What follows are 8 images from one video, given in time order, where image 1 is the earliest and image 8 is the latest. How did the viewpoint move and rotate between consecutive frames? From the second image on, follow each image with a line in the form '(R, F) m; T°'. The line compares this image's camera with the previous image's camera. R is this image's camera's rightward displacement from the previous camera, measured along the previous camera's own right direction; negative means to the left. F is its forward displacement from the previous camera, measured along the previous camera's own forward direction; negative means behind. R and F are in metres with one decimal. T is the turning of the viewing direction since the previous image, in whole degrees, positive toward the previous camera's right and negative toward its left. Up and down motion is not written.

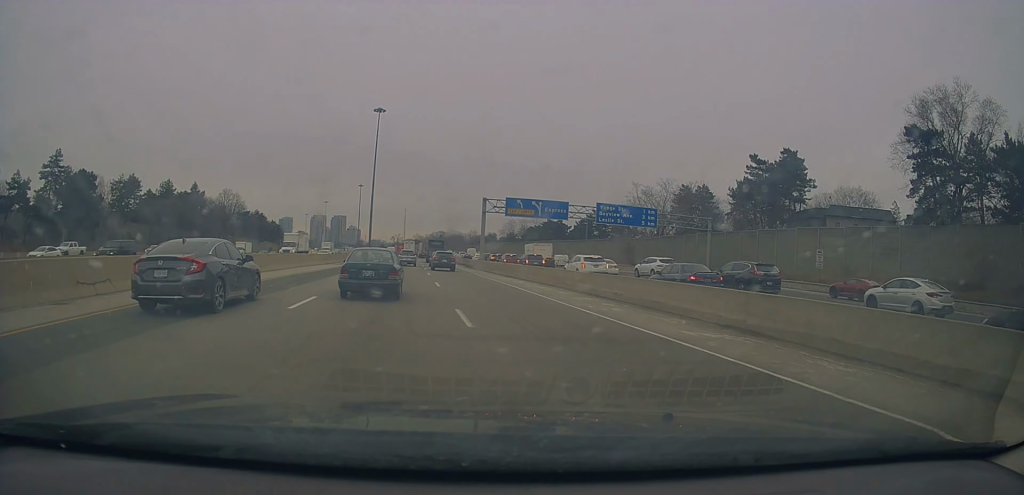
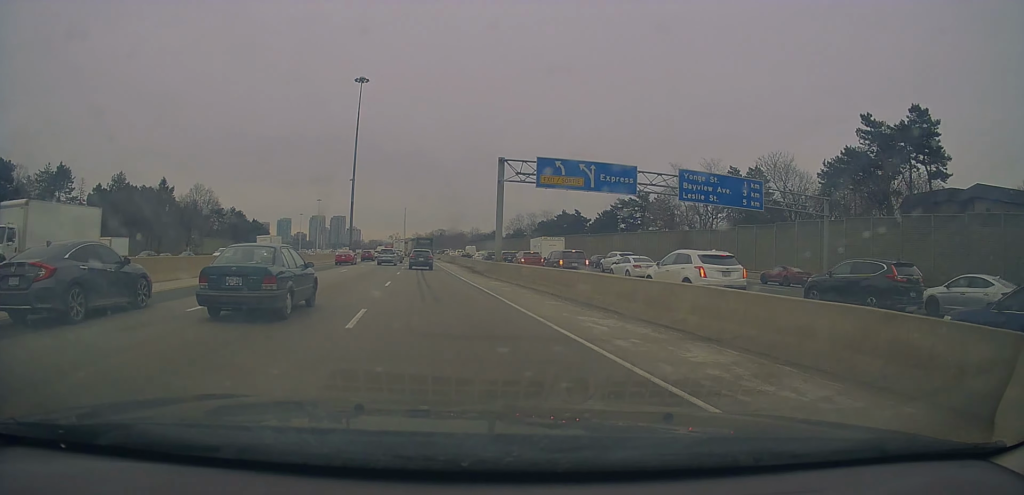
(+0.7, +23.3) m; +2°
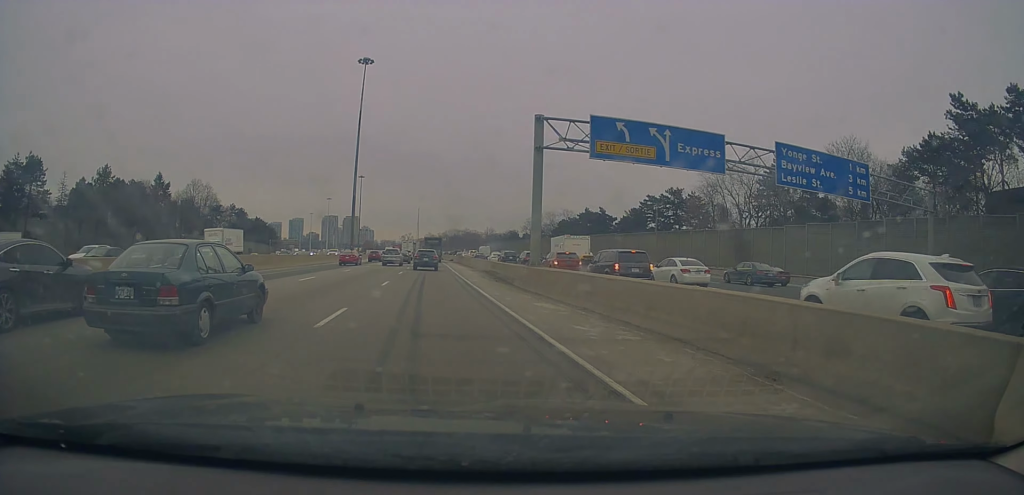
(0.0, +11.1) m; +1°
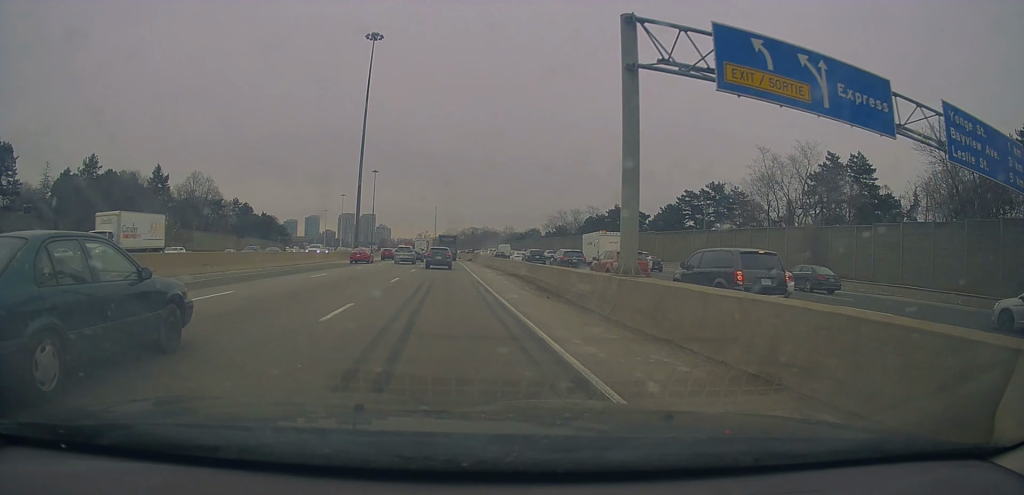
(+0.1, +10.9) m; 0°
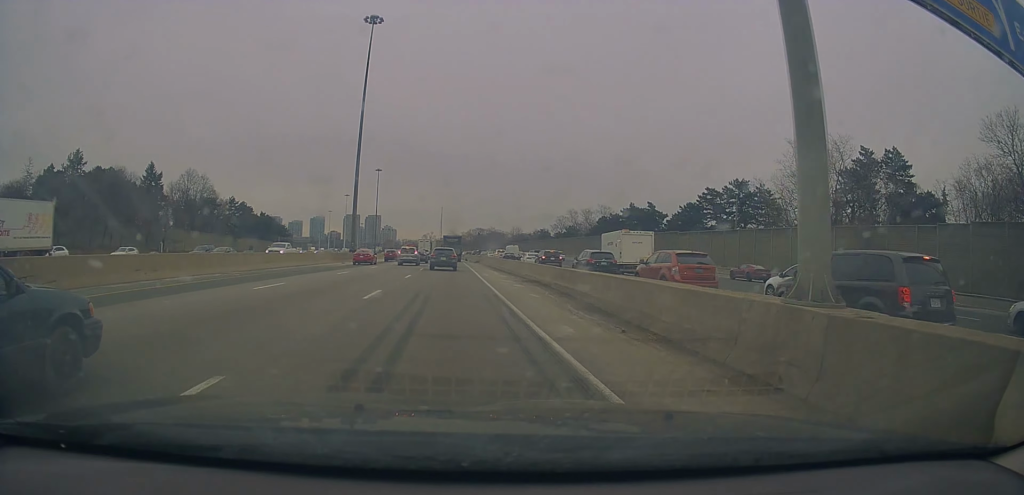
(+0.3, +7.4) m; -1°
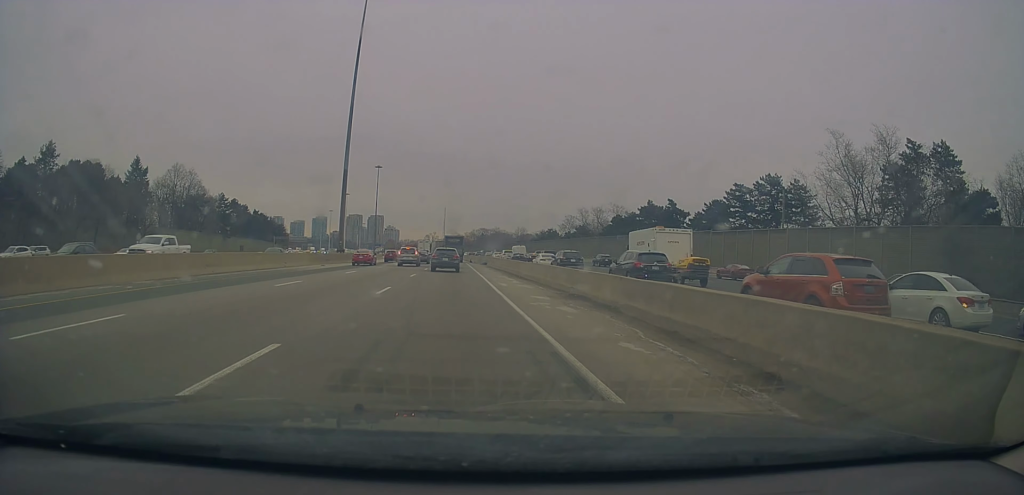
(-0.5, +10.3) m; -2°
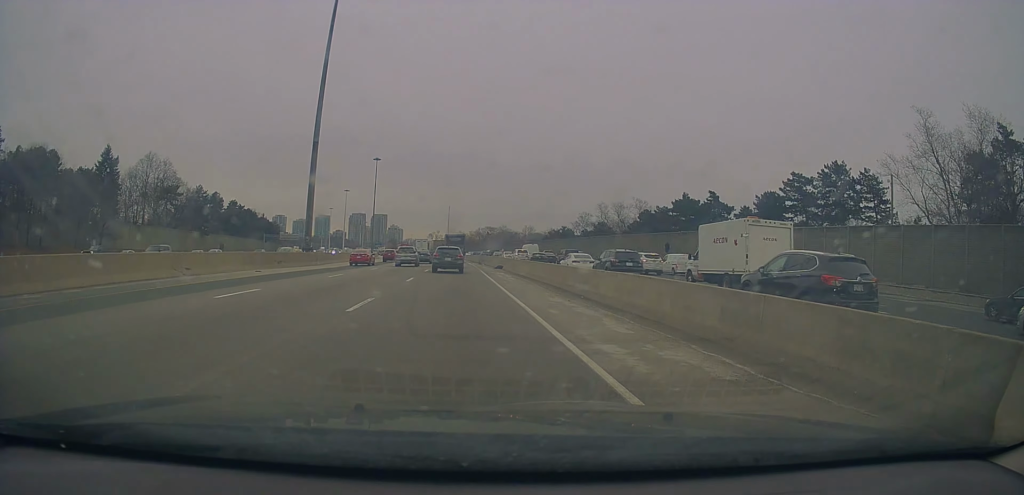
(-0.3, +17.1) m; -1°
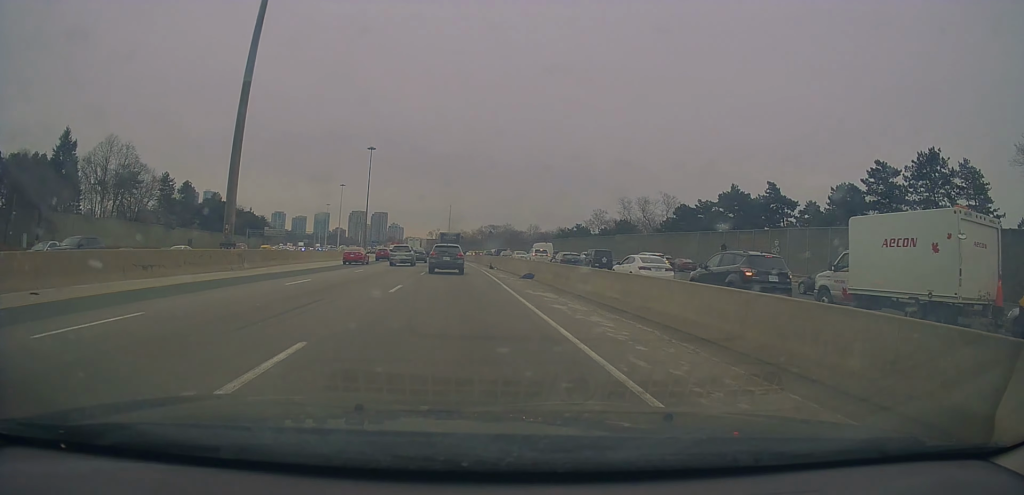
(+0.1, +19.5) m; -1°
